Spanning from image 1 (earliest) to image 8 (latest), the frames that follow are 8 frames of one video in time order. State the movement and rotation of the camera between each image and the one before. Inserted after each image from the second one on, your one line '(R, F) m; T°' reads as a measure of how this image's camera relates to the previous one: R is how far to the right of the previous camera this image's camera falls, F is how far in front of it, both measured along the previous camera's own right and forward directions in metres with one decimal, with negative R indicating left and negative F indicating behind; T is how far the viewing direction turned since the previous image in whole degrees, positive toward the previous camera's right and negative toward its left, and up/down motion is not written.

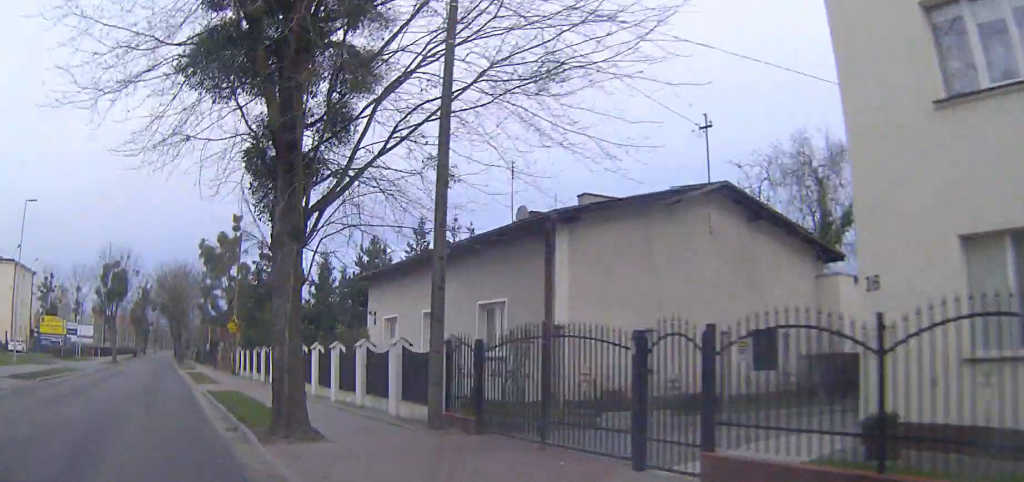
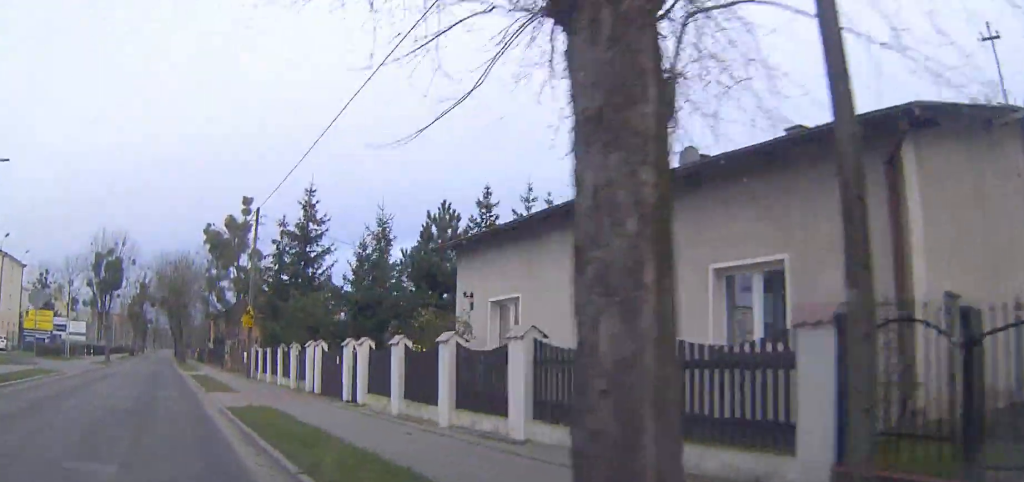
(+0.1, +8.3) m; +1°
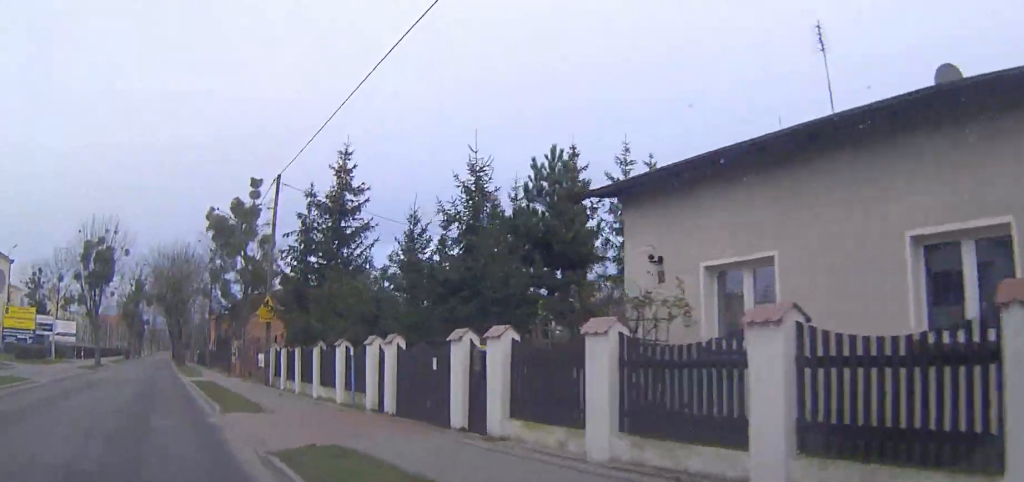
(+0.1, +7.4) m; 0°
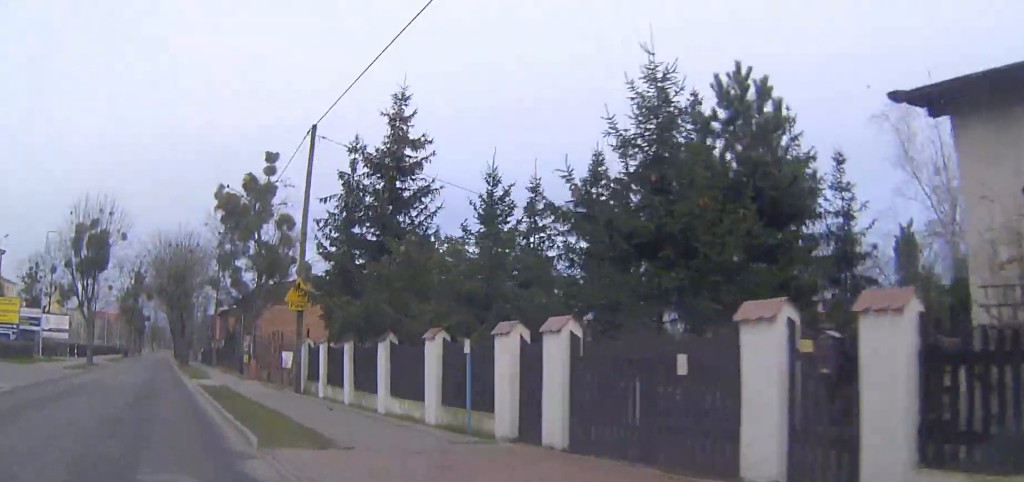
(0.0, +6.5) m; -1°
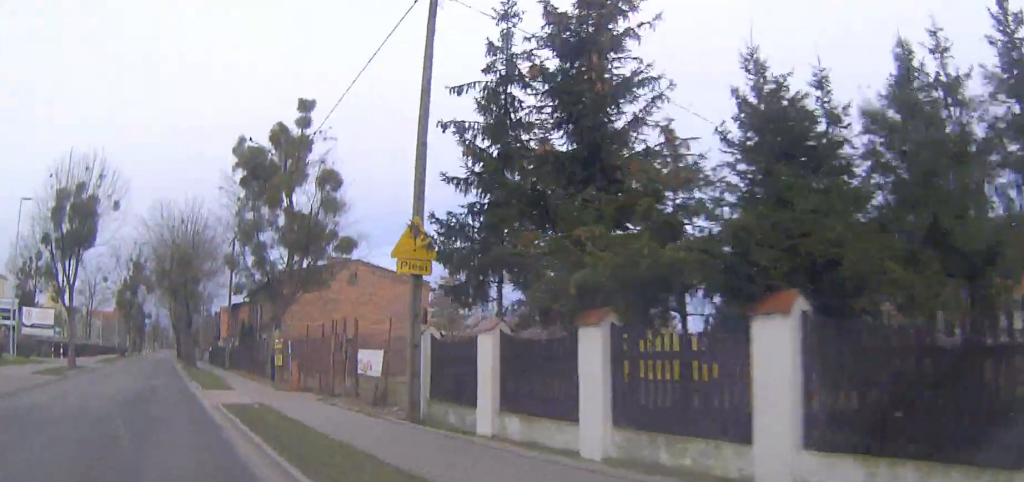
(-0.2, +10.8) m; -1°
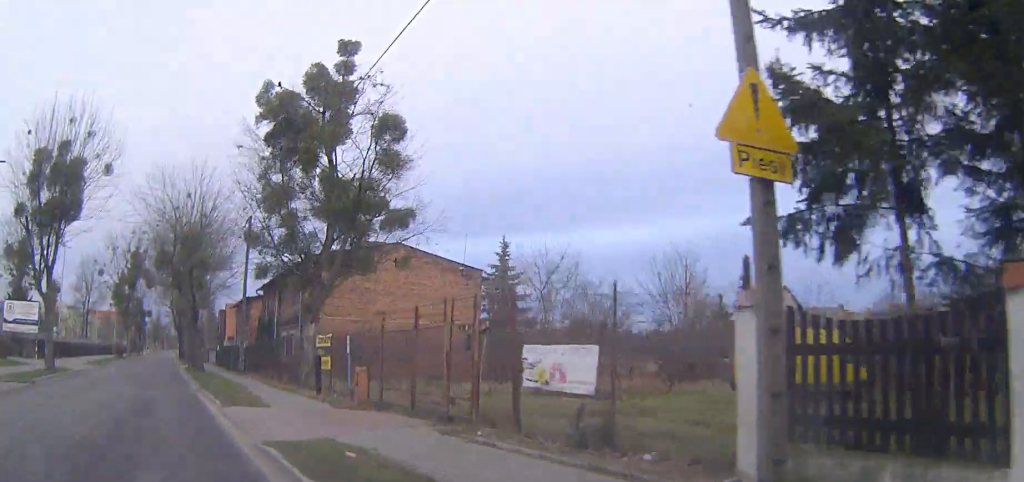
(0.0, +8.3) m; 0°
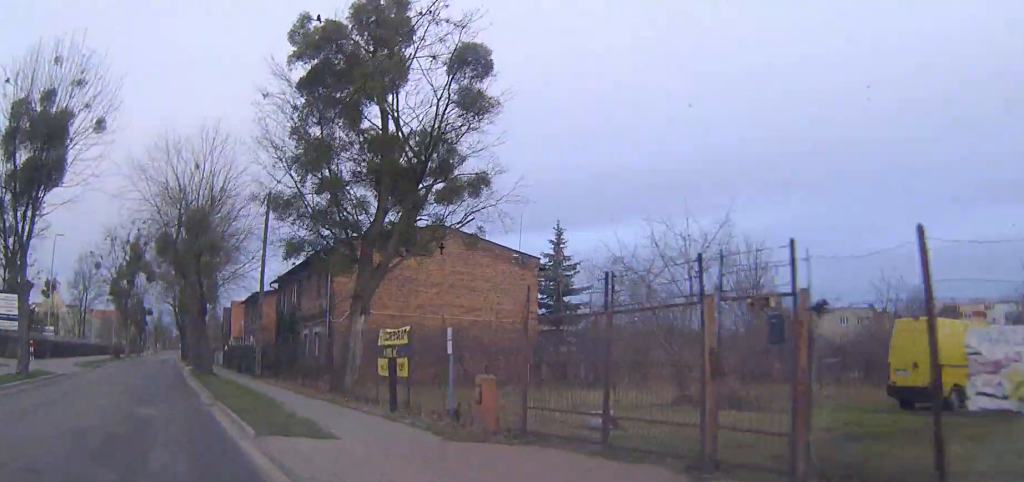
(0.0, +6.6) m; 0°
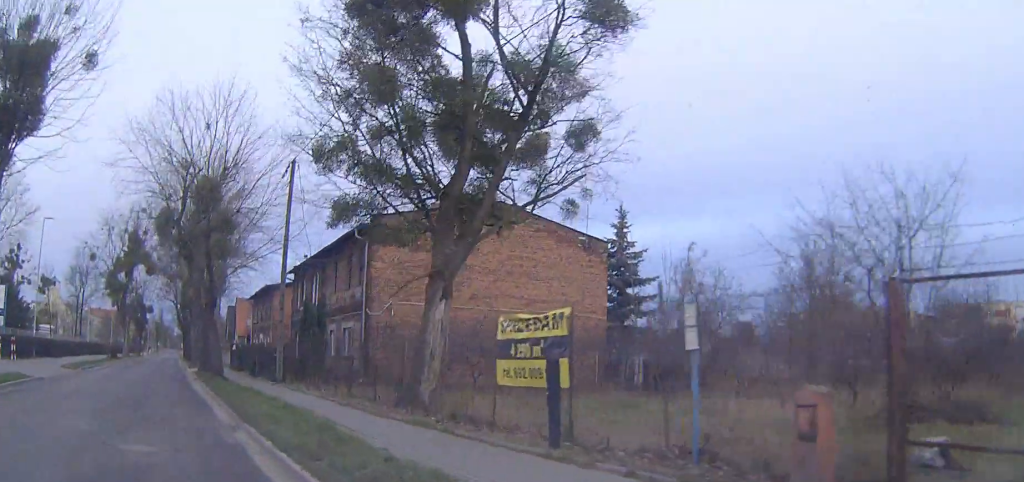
(0.0, +6.0) m; 0°
